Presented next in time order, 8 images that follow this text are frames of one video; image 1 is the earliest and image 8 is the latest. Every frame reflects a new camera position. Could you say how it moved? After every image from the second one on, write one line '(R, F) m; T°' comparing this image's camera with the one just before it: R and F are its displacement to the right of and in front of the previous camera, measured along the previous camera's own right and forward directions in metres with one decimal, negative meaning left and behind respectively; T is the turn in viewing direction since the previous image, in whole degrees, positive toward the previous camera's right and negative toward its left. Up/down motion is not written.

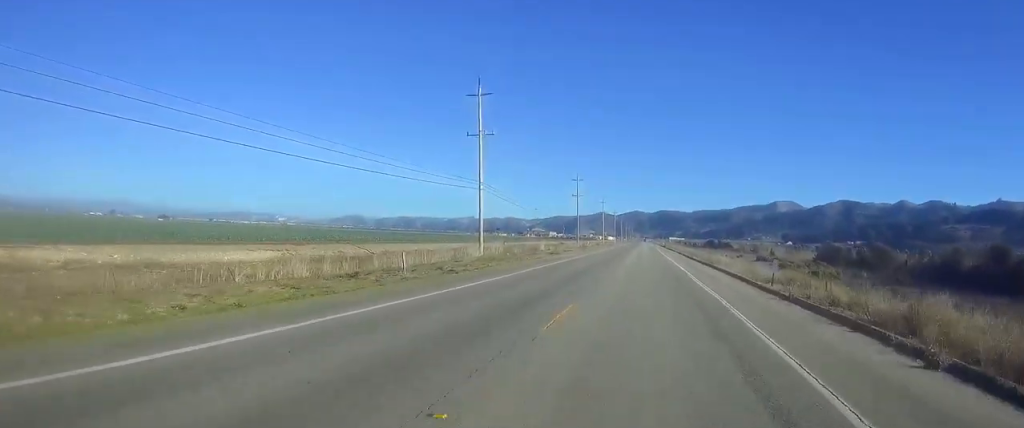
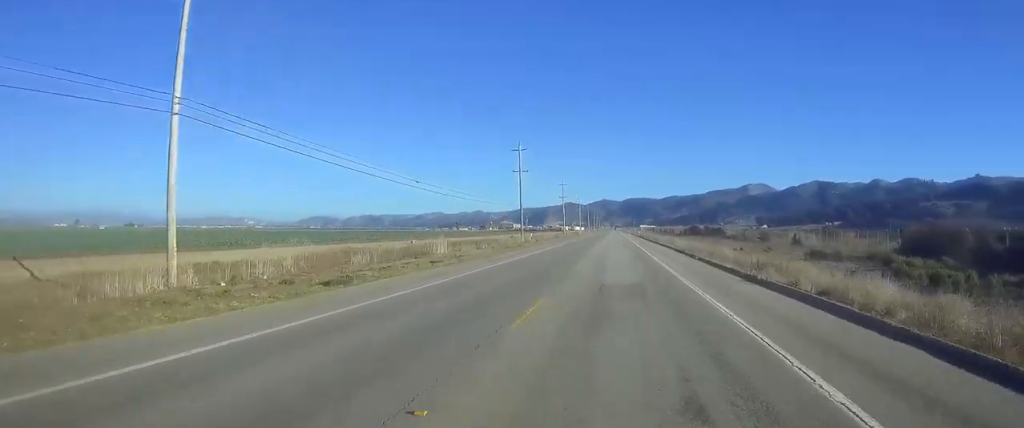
(+0.7, +42.5) m; +2°
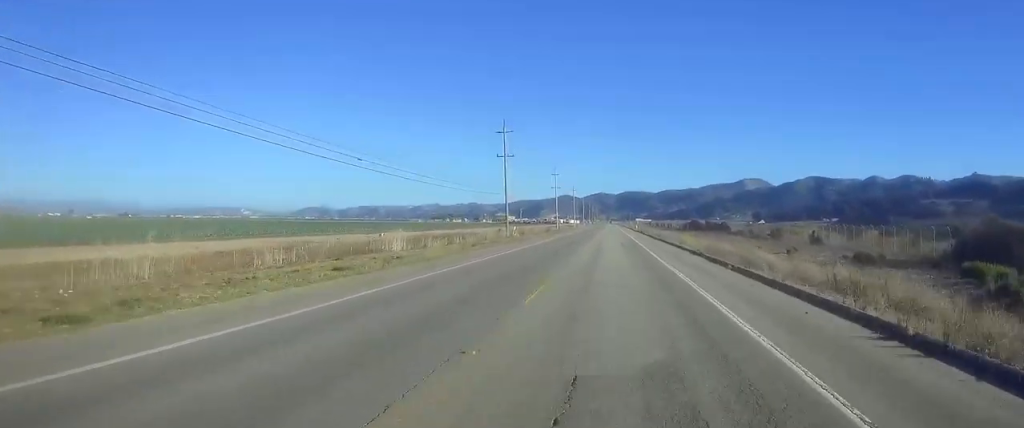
(0.0, +12.1) m; 0°
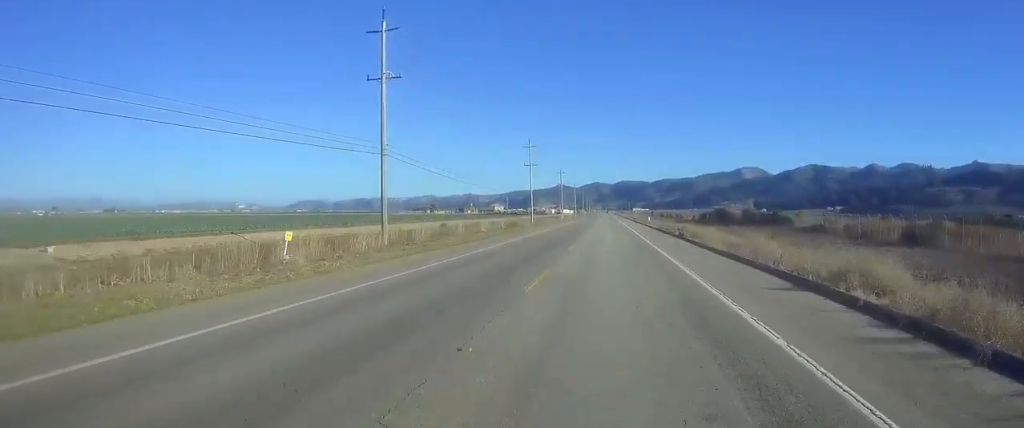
(+0.5, +57.5) m; +1°
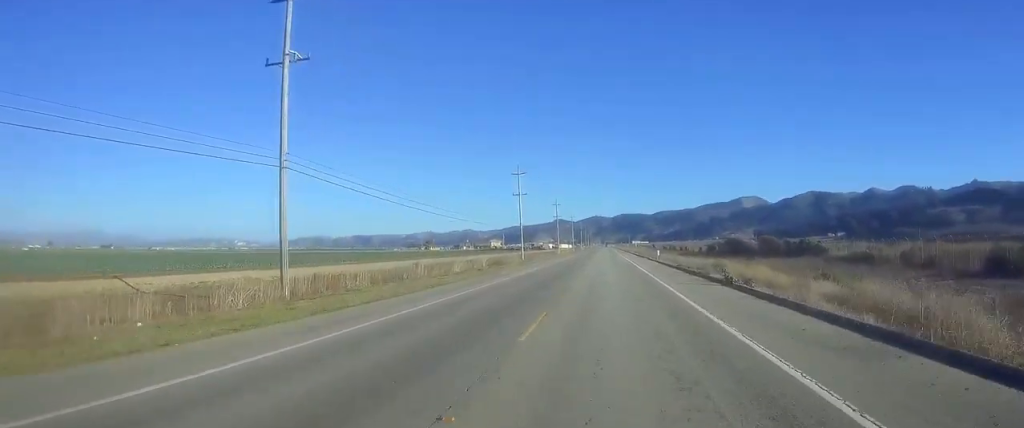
(+0.1, +16.3) m; -1°
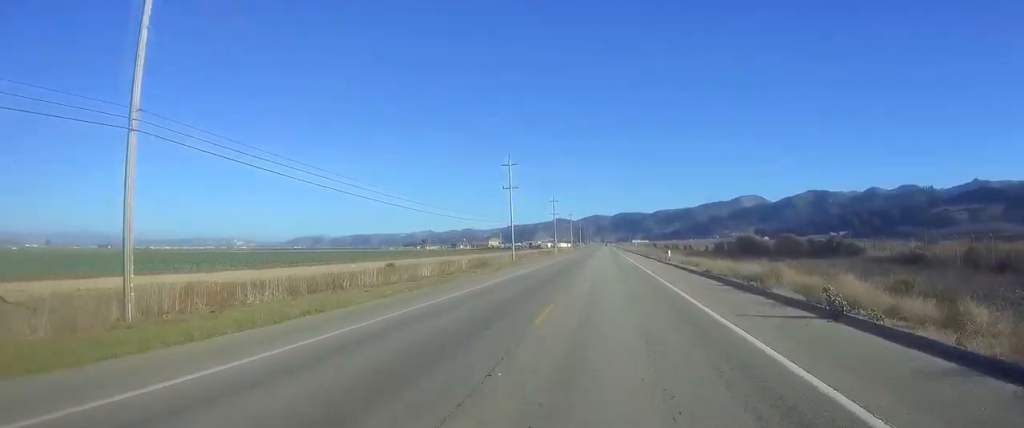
(+0.1, +12.9) m; -1°
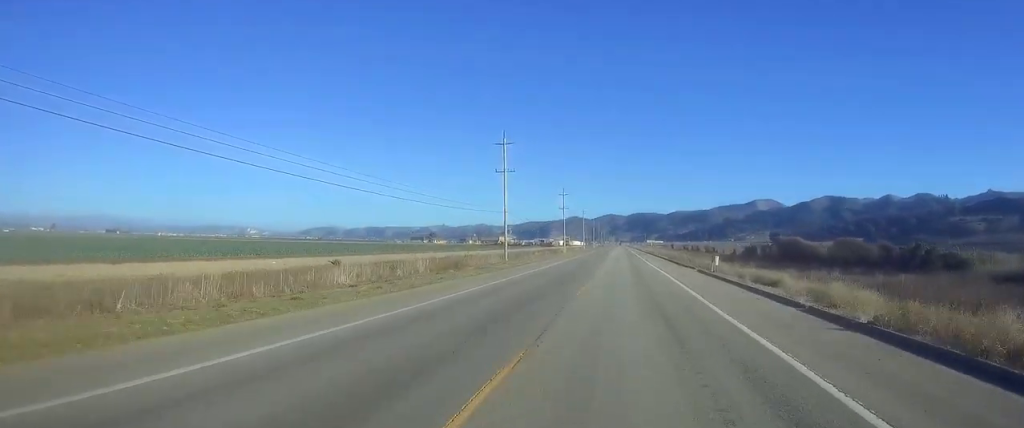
(-0.8, +22.4) m; -1°
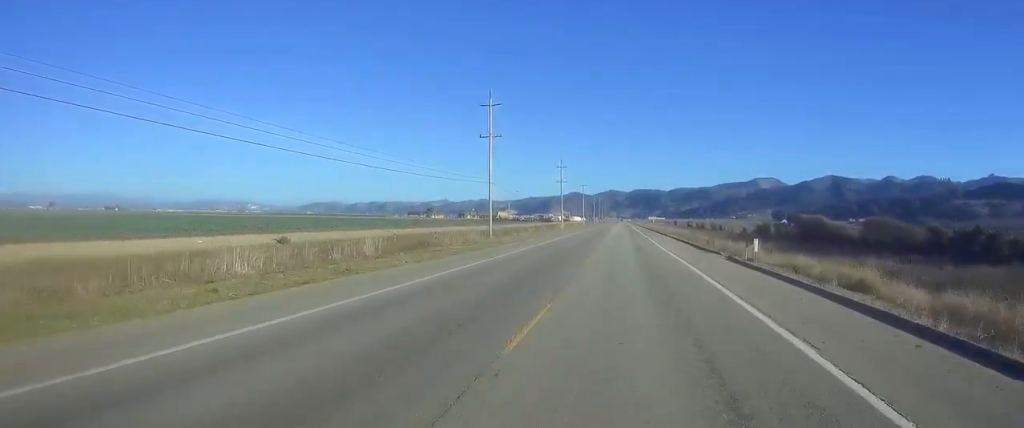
(+0.1, +12.1) m; +1°
